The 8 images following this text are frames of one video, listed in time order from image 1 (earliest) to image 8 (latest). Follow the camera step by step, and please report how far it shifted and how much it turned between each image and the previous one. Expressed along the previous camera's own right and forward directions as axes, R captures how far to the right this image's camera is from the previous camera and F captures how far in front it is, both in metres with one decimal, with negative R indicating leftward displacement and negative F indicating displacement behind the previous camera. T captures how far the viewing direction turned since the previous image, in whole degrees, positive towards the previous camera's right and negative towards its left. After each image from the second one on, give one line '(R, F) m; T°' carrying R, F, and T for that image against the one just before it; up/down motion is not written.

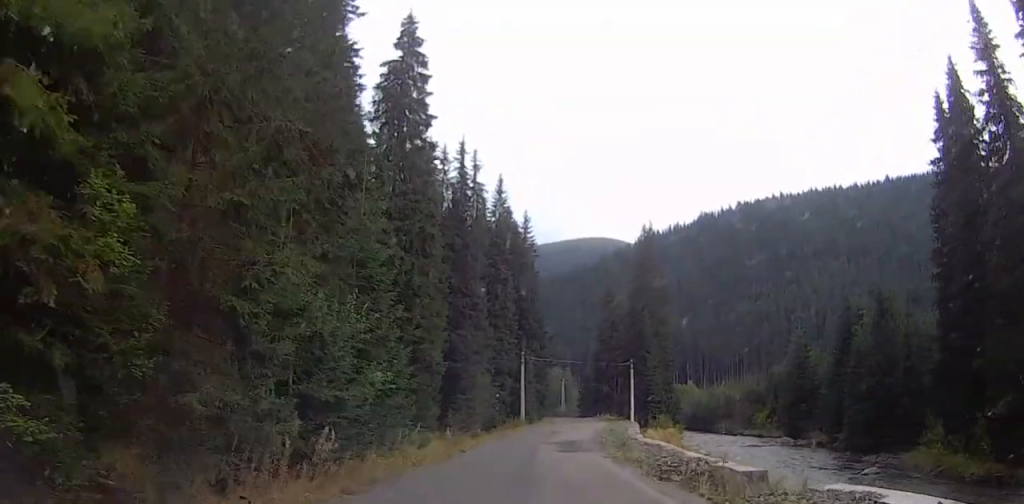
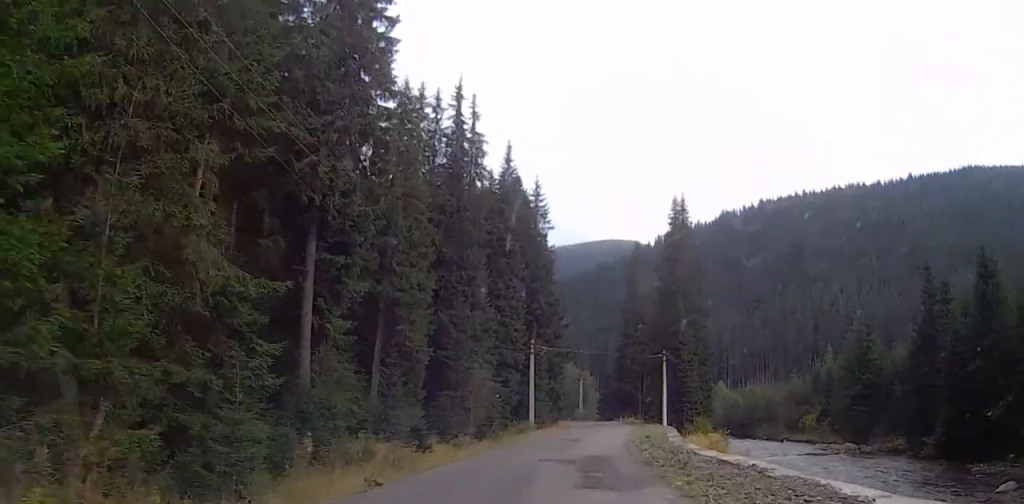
(+0.1, +16.3) m; +1°
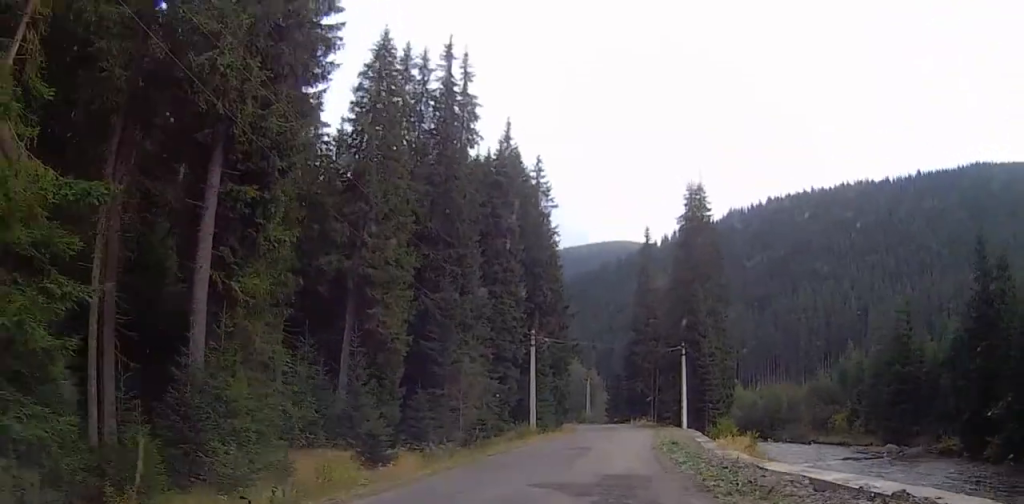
(0.0, +9.4) m; +1°
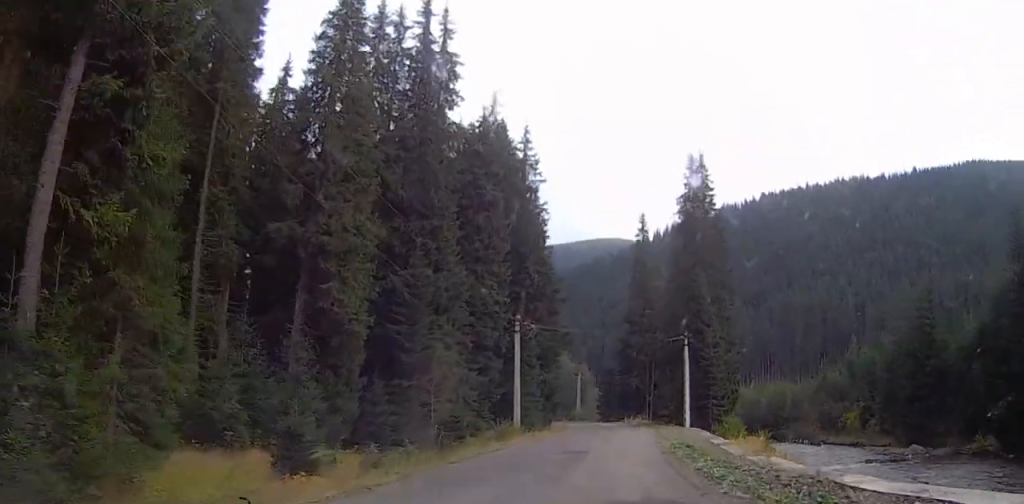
(0.0, +7.3) m; +1°
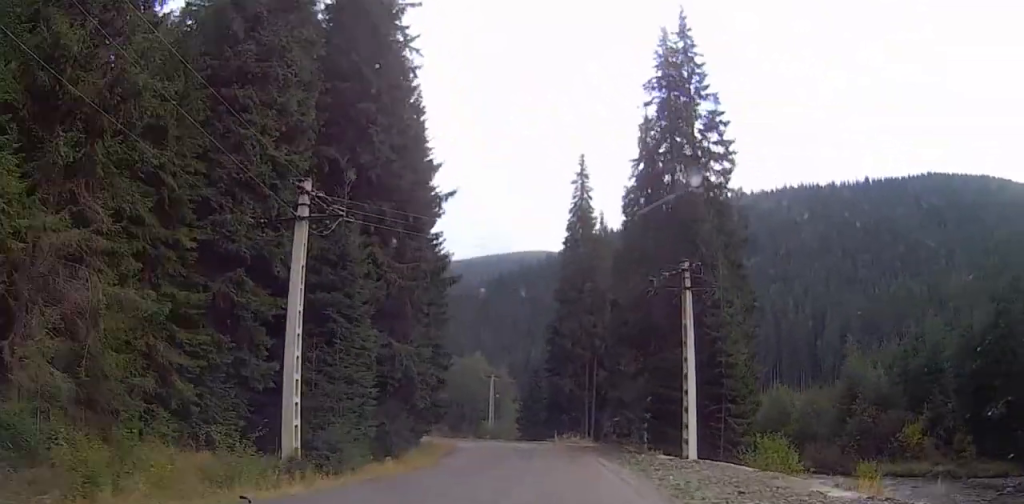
(+2.2, +32.0) m; +4°
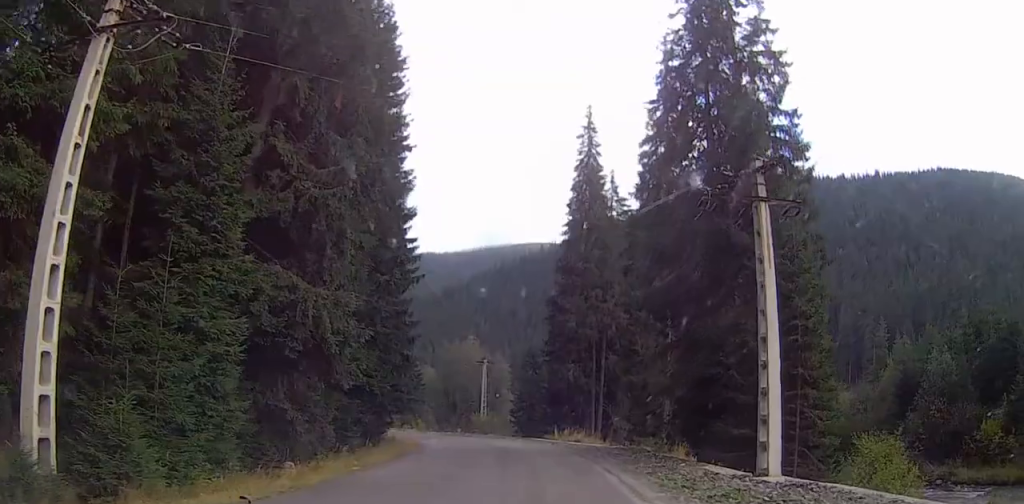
(-0.3, +11.4) m; -3°
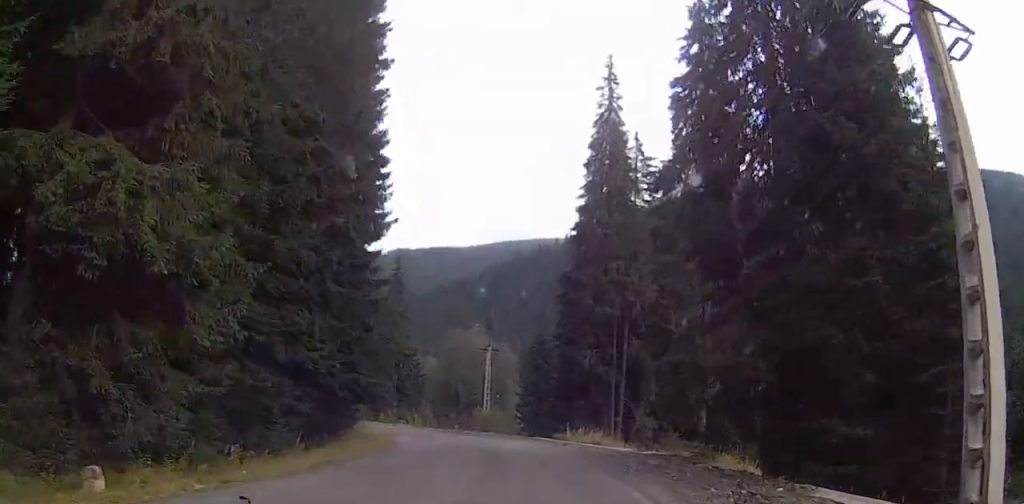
(-0.4, +9.7) m; -2°
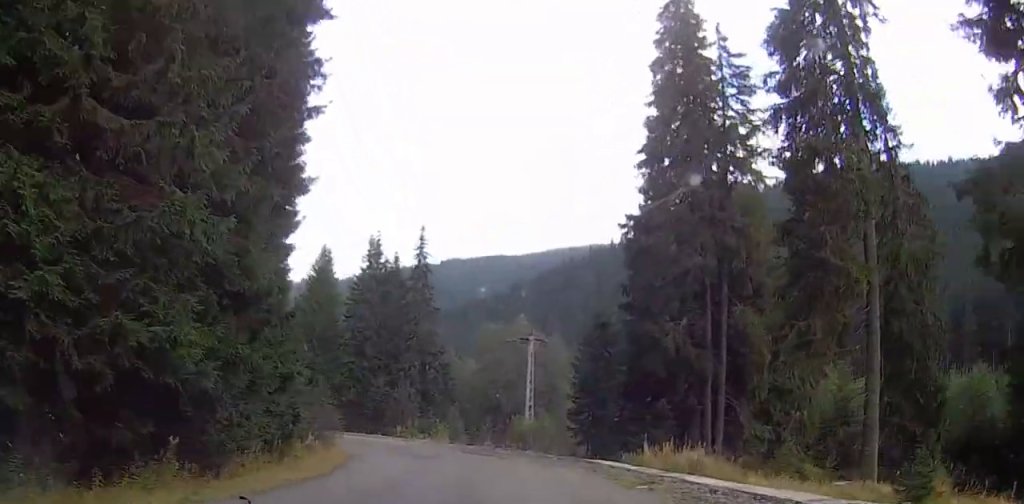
(+0.1, +17.8) m; -1°
